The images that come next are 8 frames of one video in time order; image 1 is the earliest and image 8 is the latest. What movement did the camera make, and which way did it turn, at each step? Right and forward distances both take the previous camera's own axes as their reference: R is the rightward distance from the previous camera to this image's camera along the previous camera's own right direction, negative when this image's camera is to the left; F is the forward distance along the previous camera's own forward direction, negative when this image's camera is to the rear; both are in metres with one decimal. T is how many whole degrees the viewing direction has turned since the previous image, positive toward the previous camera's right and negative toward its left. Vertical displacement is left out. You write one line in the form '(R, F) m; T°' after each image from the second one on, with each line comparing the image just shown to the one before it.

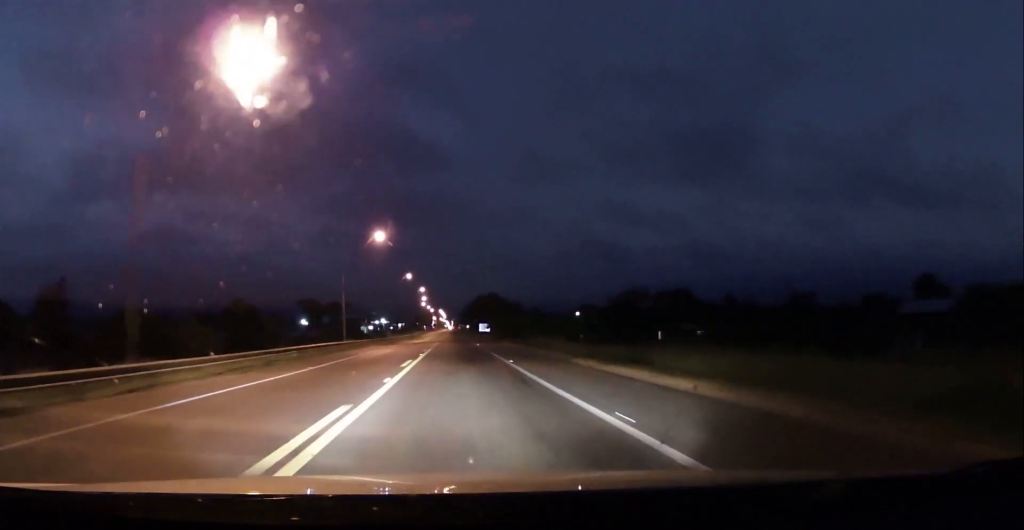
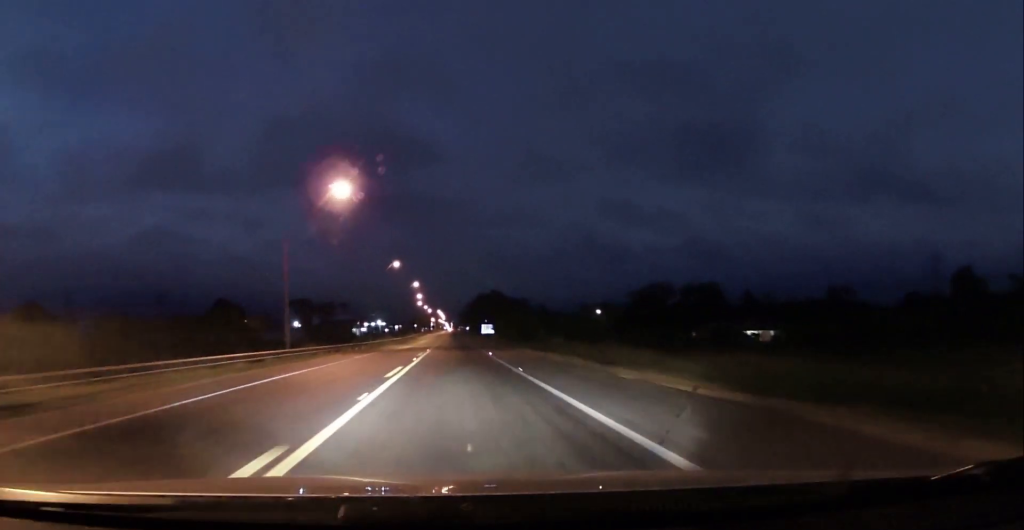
(-0.2, +19.9) m; 0°
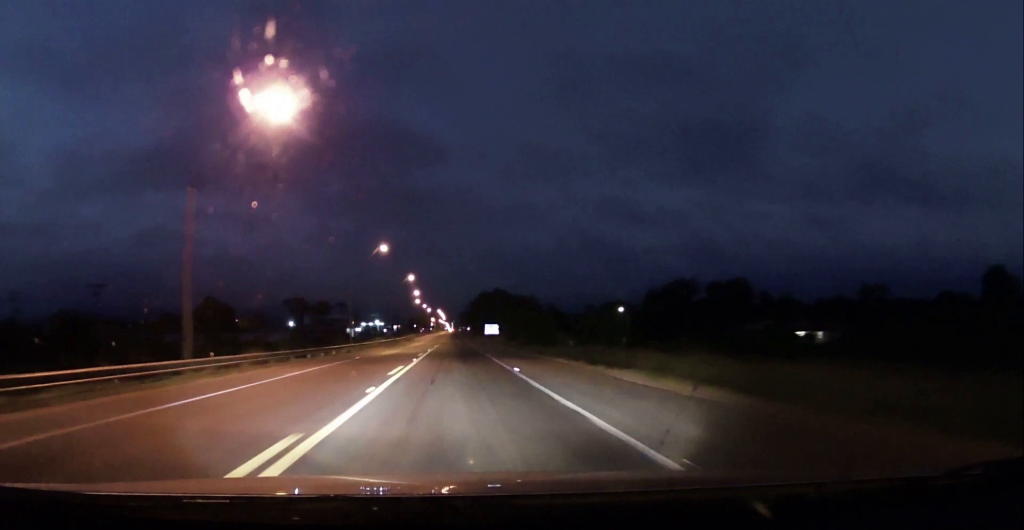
(+0.1, +15.1) m; +1°
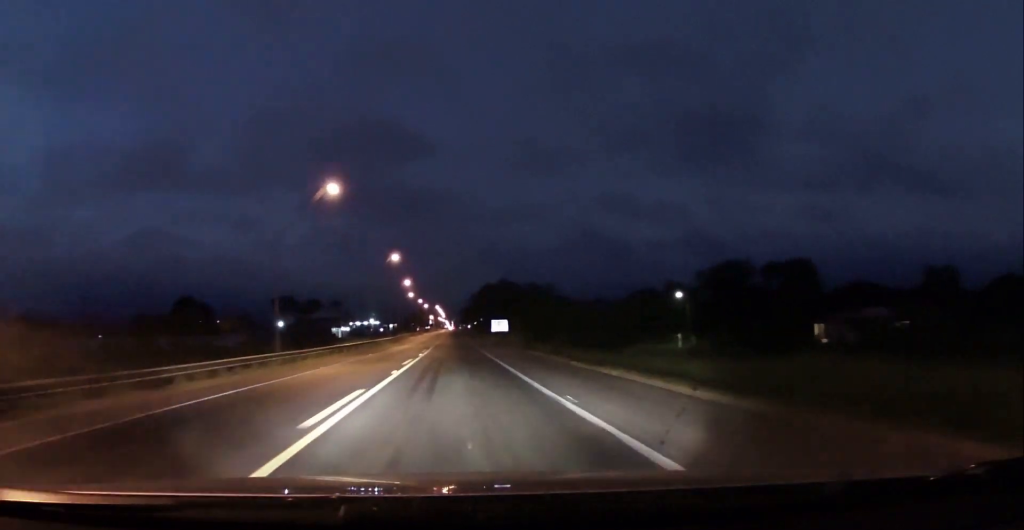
(+0.3, +26.2) m; +1°
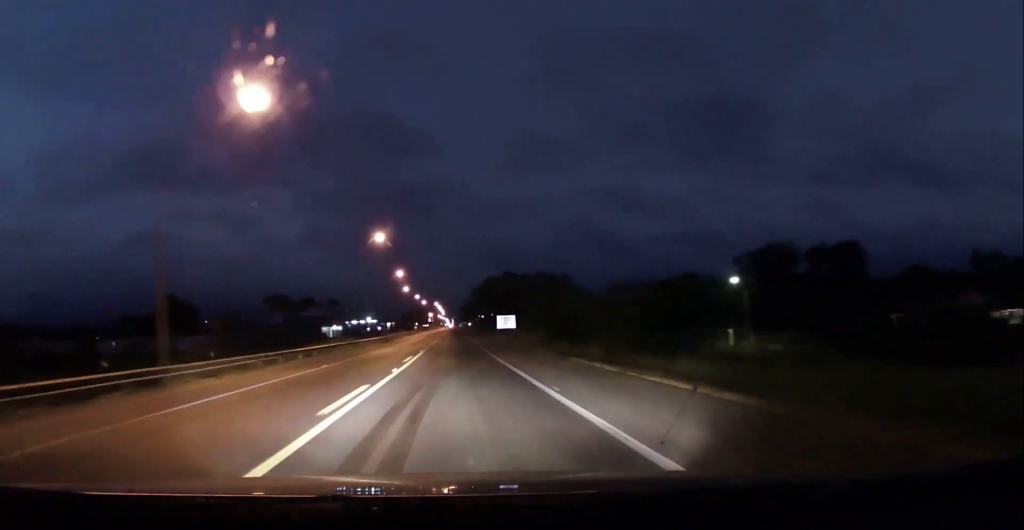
(+0.2, +15.1) m; 0°
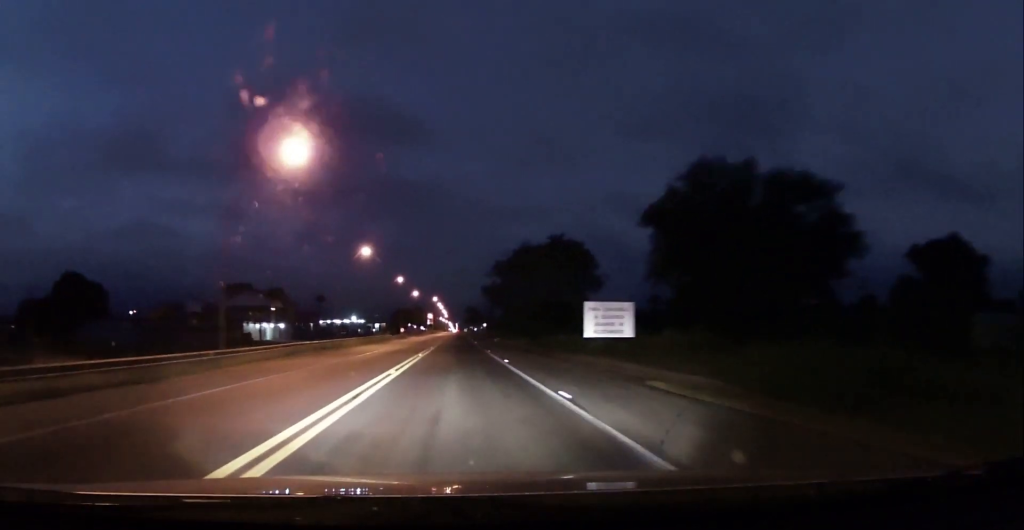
(-1.3, +69.5) m; -1°
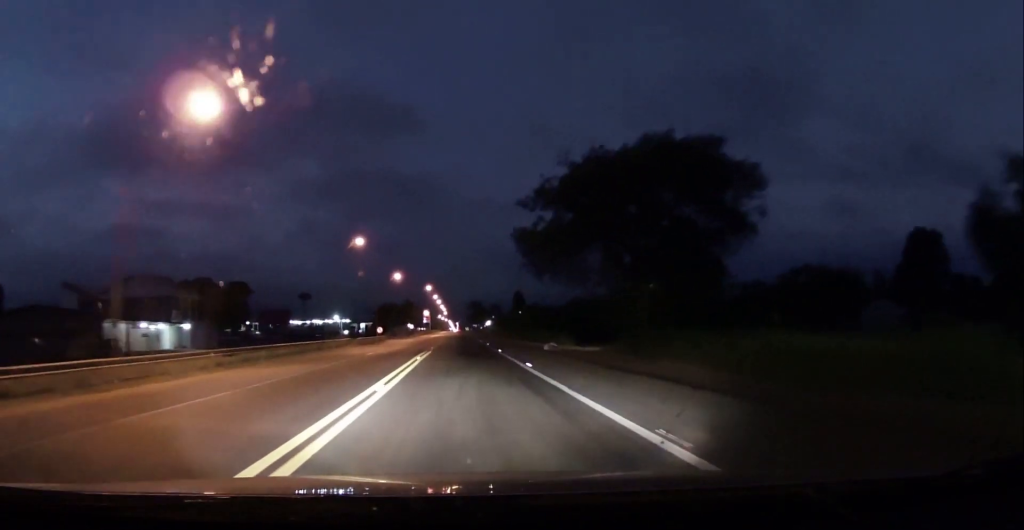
(0.0, +47.5) m; 0°
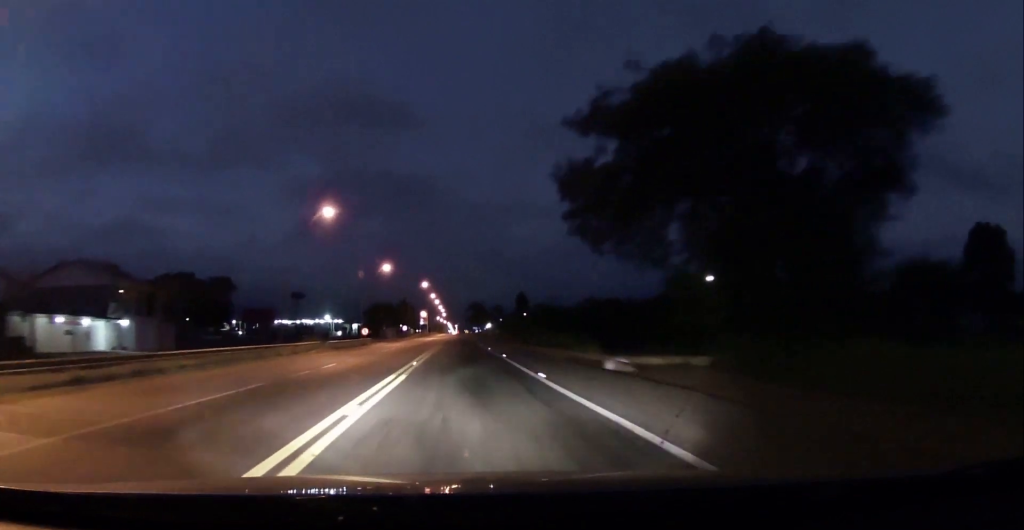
(0.0, +16.5) m; 0°
